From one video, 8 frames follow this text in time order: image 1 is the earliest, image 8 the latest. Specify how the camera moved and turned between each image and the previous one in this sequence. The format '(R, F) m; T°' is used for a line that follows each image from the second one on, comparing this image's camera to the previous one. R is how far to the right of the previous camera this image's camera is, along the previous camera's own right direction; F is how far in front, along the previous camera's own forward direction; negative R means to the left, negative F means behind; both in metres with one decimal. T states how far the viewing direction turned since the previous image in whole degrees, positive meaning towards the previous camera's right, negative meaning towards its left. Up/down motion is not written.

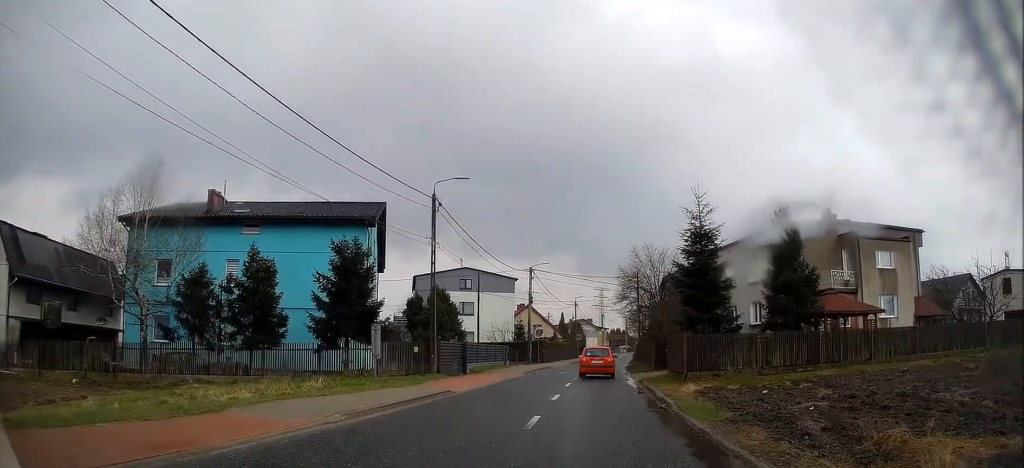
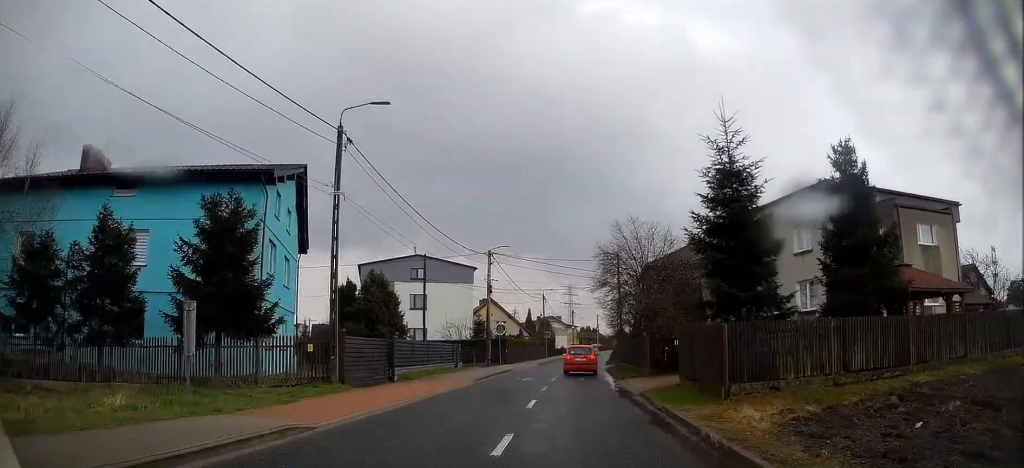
(+0.2, +8.2) m; +3°
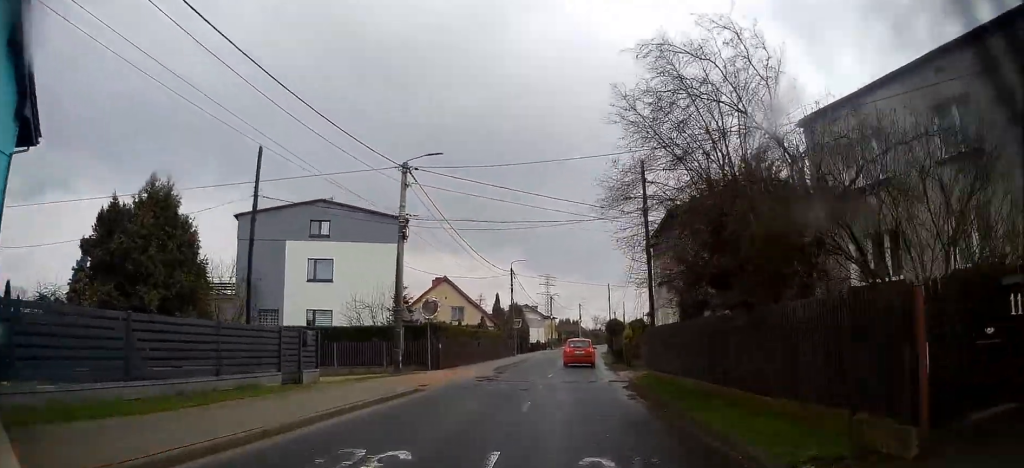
(+1.1, +19.4) m; +4°
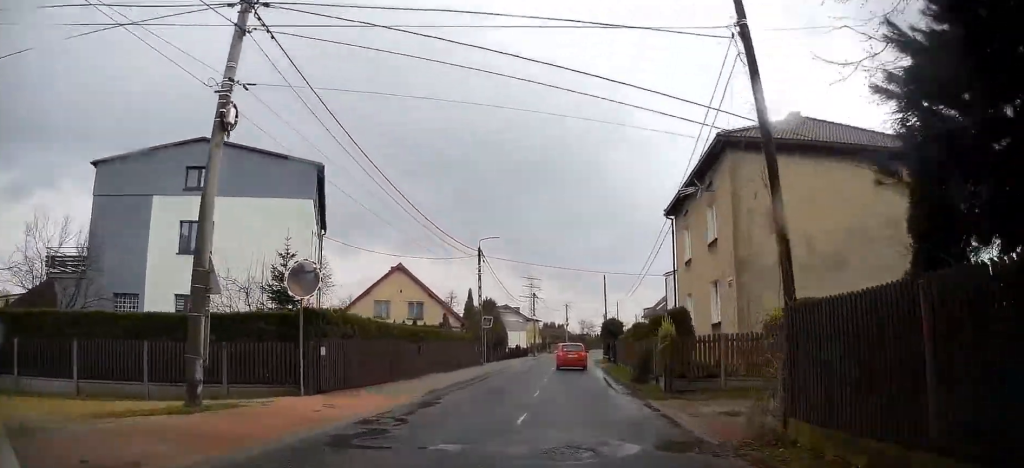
(+0.1, +13.2) m; +2°
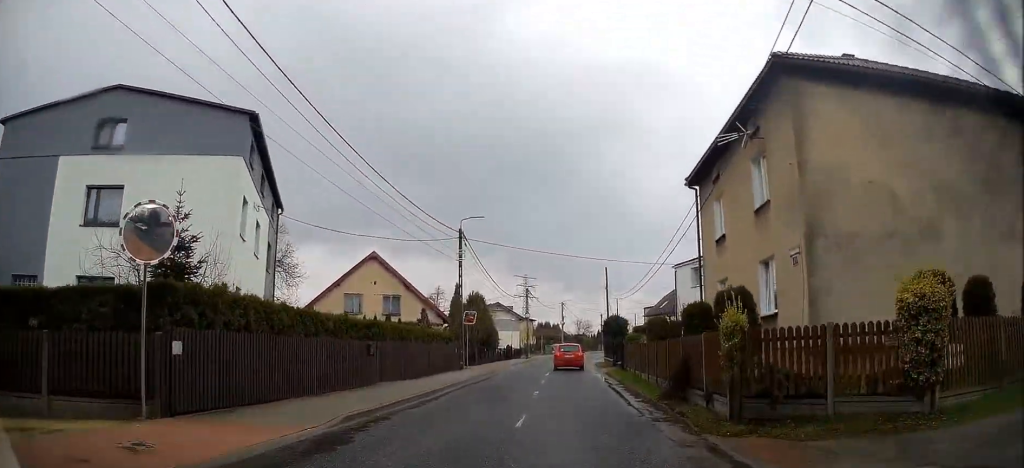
(+0.2, +6.5) m; +1°
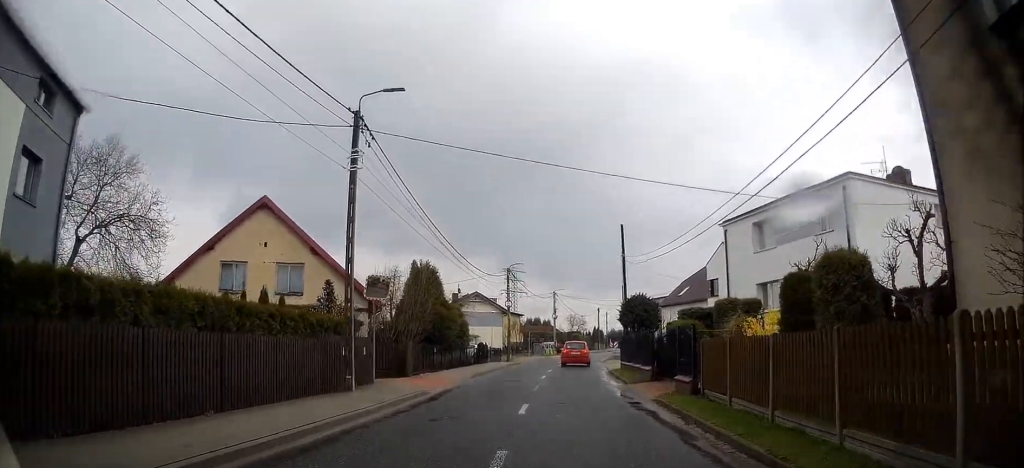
(-0.1, +16.6) m; 0°
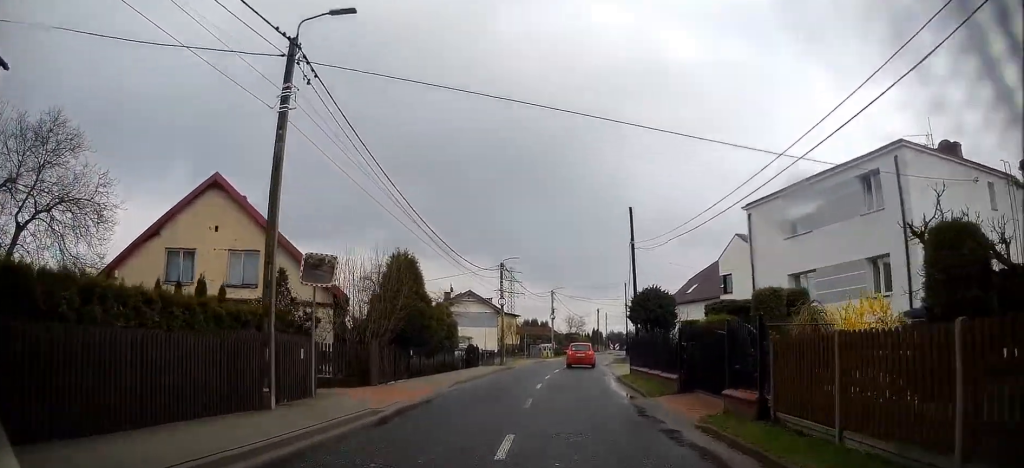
(0.0, +4.5) m; 0°
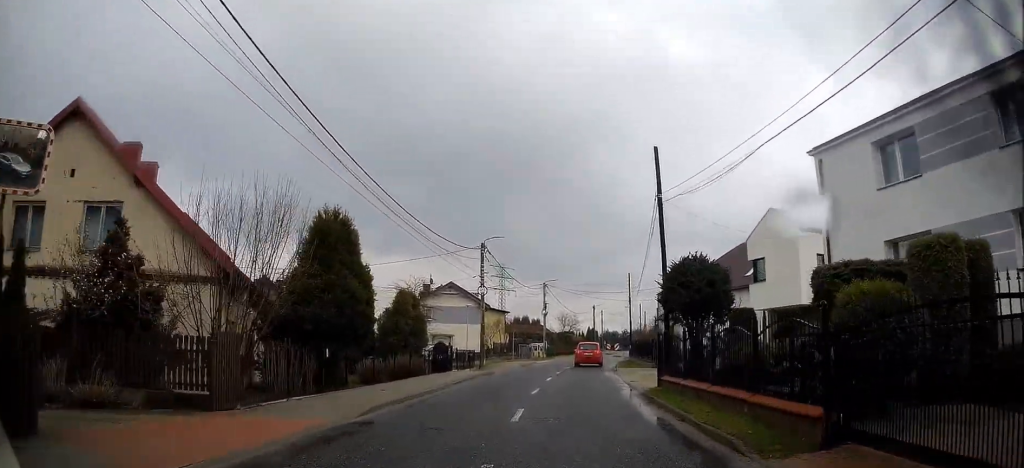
(+0.1, +8.6) m; 0°
